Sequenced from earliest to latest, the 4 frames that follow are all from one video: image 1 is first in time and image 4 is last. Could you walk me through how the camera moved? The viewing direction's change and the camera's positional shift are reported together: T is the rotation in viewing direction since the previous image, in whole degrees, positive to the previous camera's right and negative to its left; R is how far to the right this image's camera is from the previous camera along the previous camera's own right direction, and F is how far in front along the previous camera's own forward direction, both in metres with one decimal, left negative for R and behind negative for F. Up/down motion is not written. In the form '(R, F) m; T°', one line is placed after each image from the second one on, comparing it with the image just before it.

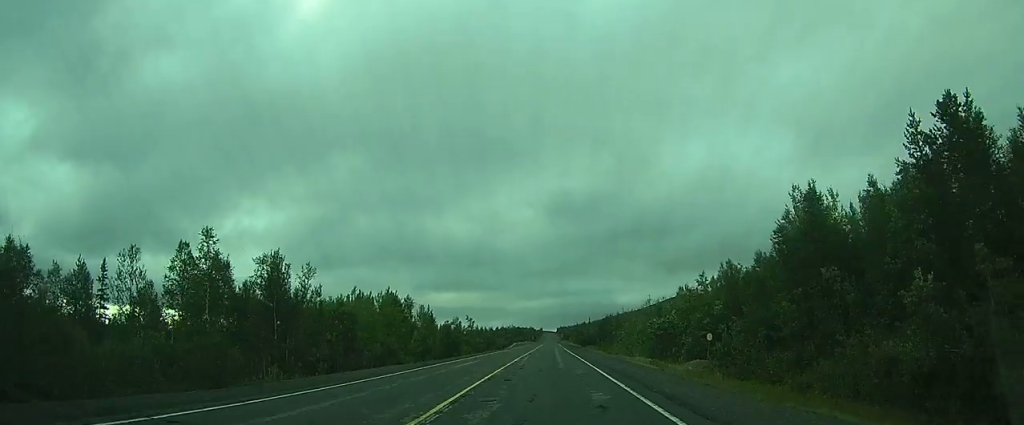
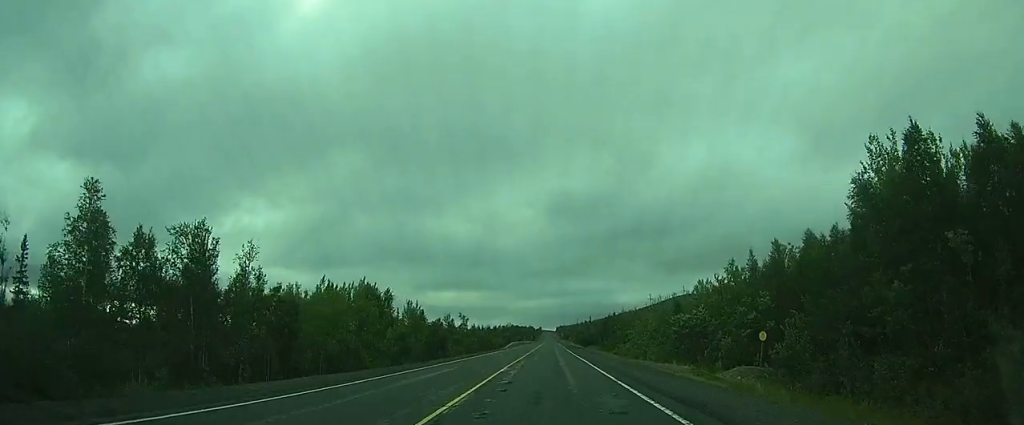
(0.0, +9.8) m; 0°
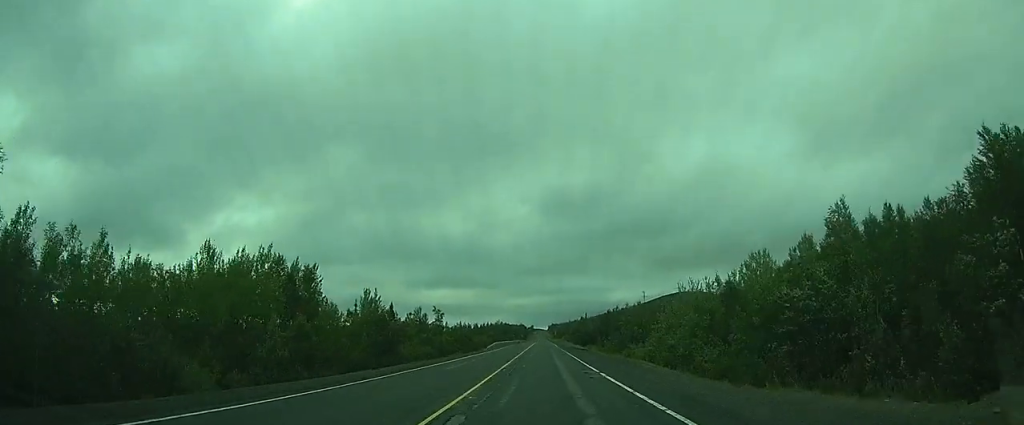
(0.0, +20.5) m; 0°
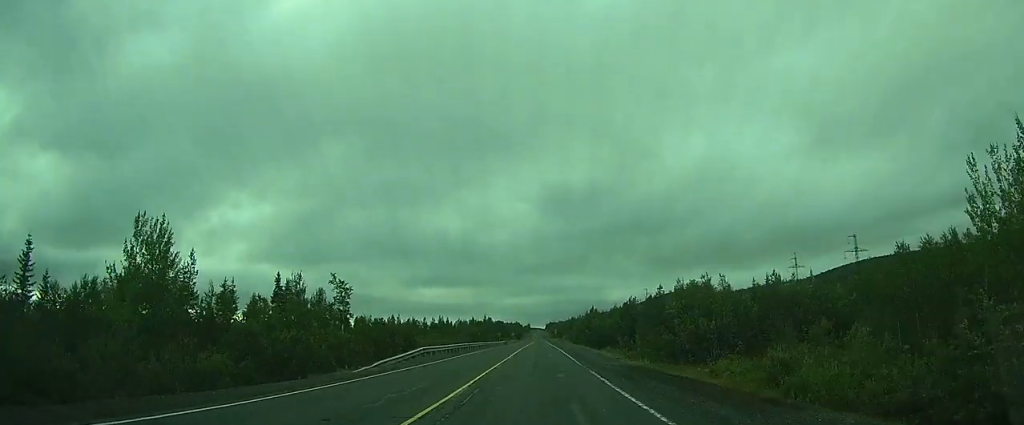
(0.0, +47.5) m; 0°
